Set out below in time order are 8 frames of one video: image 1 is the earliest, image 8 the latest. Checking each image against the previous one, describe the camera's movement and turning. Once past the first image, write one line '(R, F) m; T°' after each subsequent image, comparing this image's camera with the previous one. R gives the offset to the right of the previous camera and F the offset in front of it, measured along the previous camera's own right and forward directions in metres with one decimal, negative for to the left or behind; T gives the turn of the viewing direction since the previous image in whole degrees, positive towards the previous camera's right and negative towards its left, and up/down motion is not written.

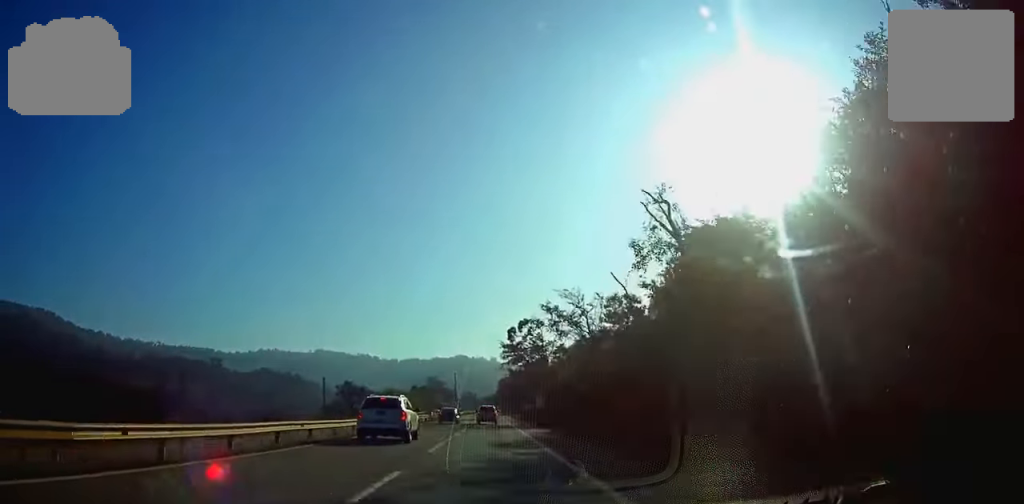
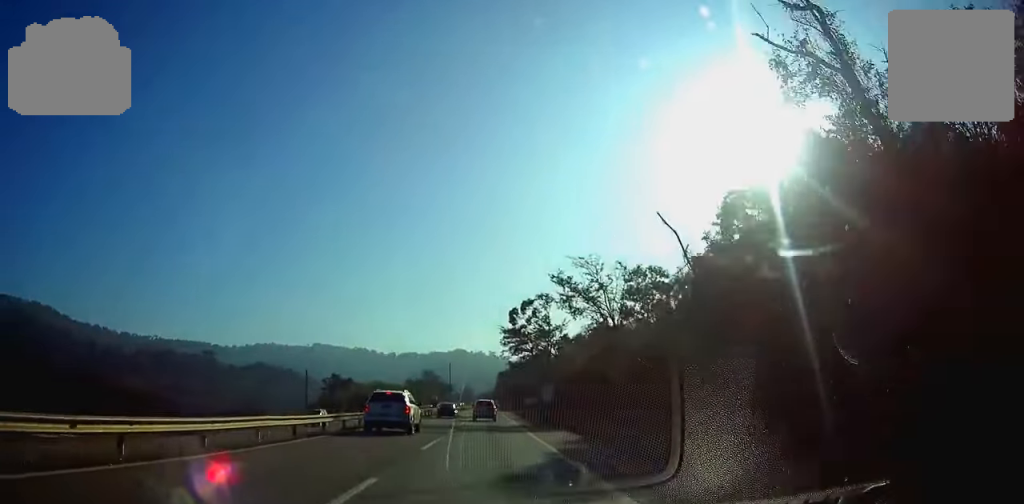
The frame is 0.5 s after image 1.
(+0.1, +13.8) m; 0°
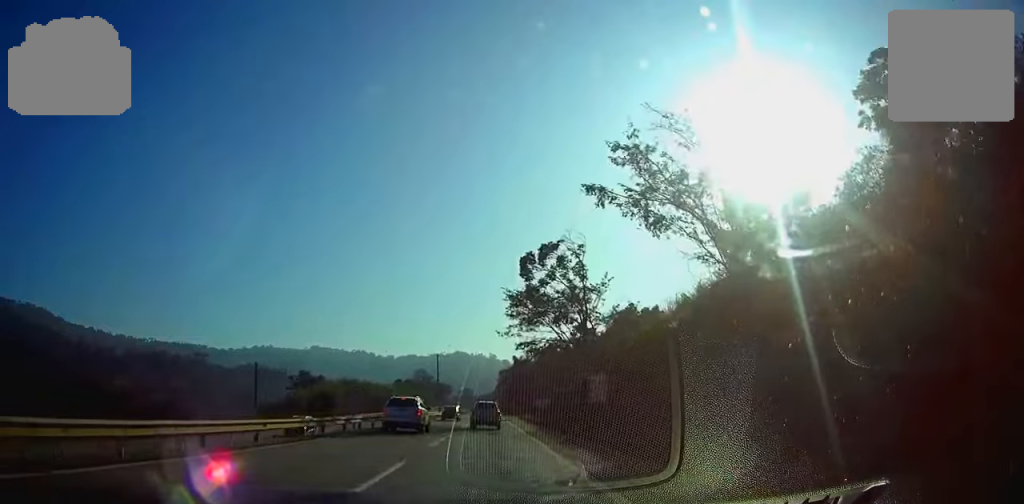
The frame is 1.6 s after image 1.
(0.0, +32.4) m; 0°
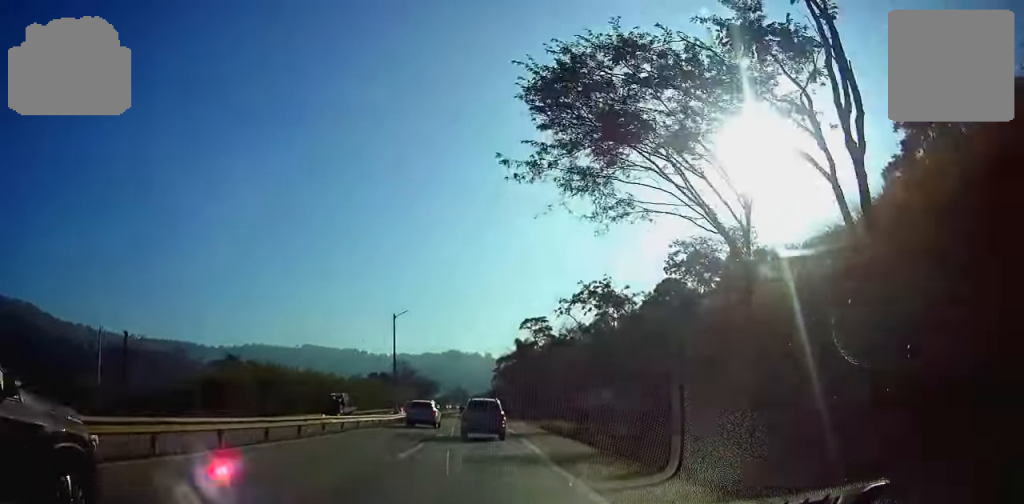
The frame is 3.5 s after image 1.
(0.0, +42.3) m; 0°
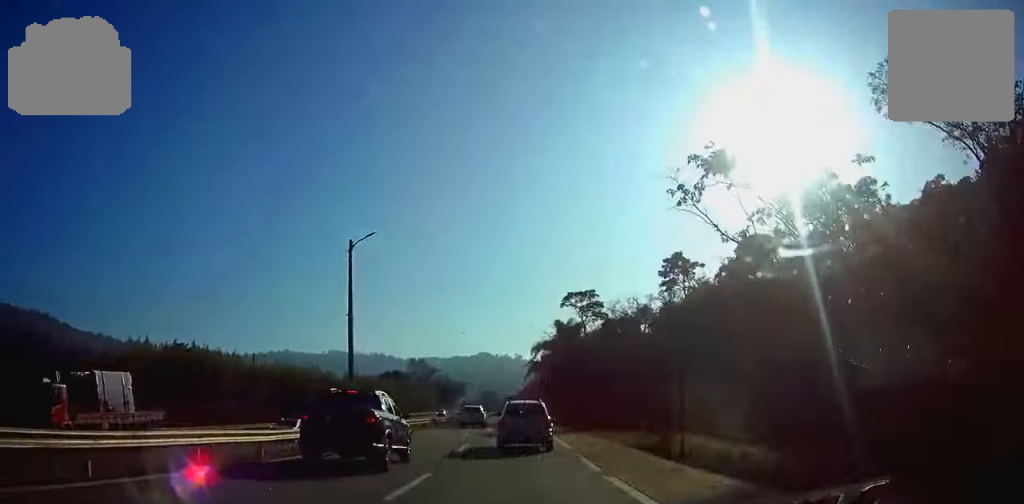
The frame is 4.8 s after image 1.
(-0.4, +28.3) m; -2°
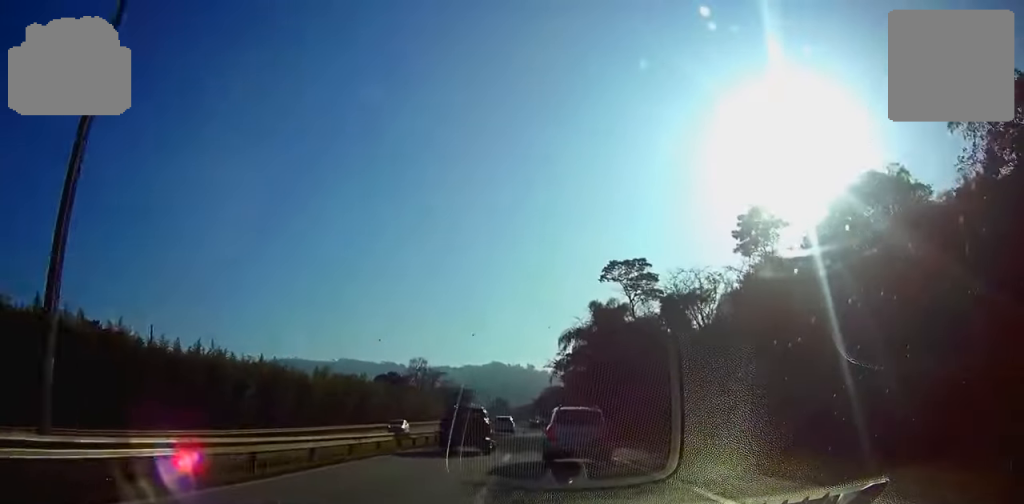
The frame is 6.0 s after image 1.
(-0.3, +23.8) m; -1°
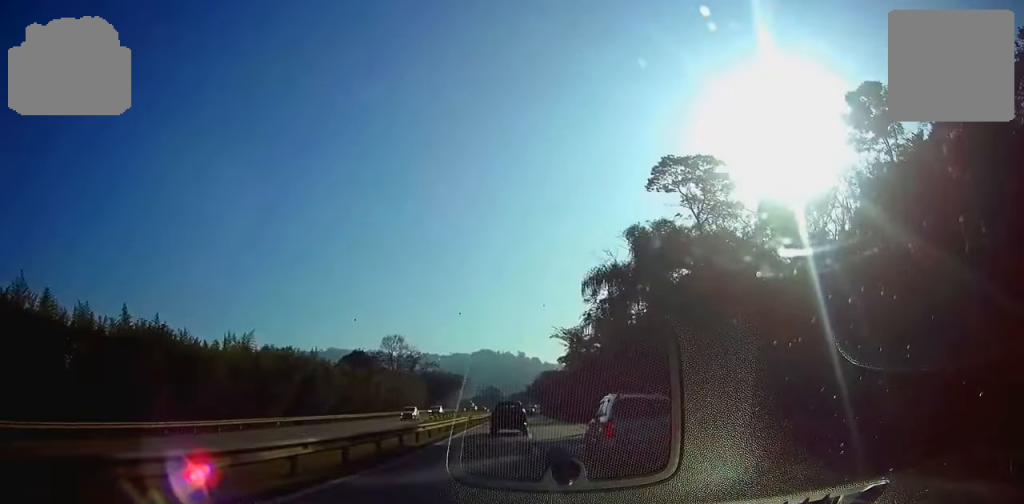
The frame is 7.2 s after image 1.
(0.0, +24.7) m; 0°
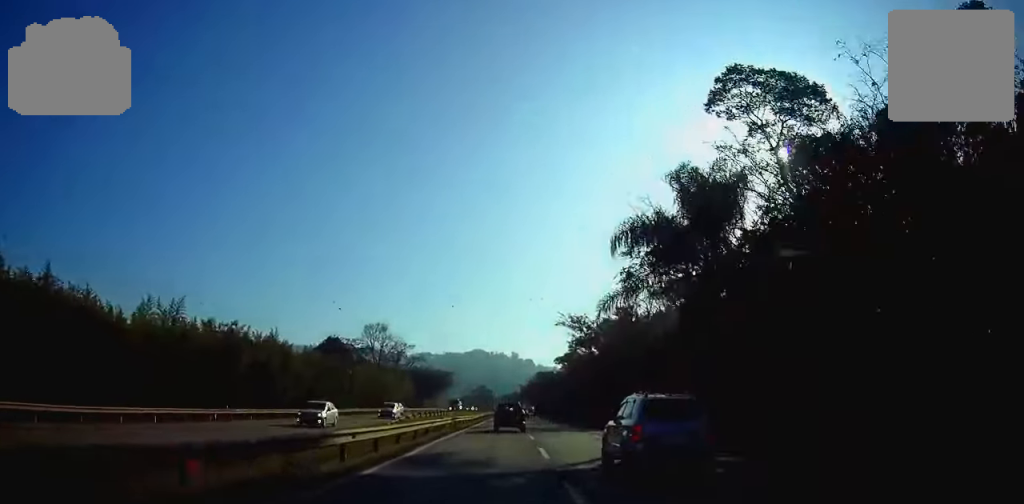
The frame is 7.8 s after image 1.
(0.0, +13.2) m; +1°
